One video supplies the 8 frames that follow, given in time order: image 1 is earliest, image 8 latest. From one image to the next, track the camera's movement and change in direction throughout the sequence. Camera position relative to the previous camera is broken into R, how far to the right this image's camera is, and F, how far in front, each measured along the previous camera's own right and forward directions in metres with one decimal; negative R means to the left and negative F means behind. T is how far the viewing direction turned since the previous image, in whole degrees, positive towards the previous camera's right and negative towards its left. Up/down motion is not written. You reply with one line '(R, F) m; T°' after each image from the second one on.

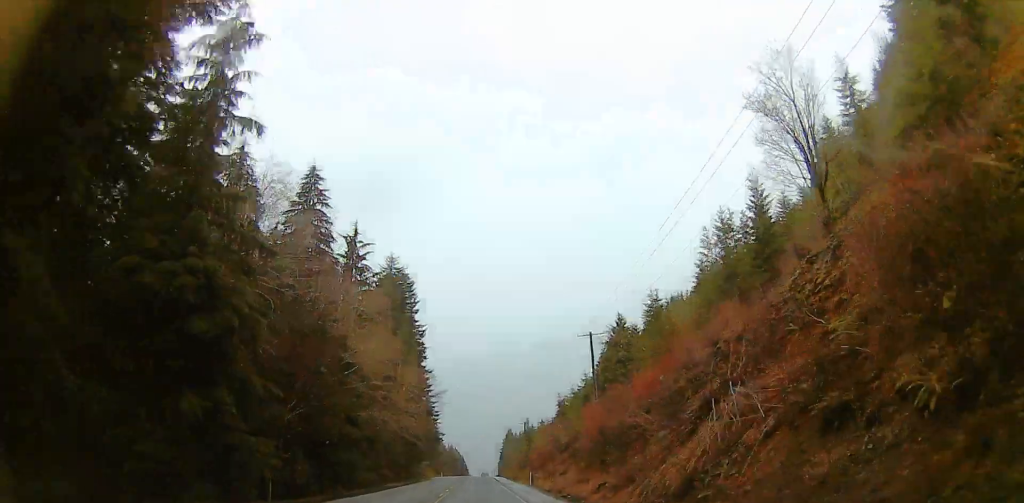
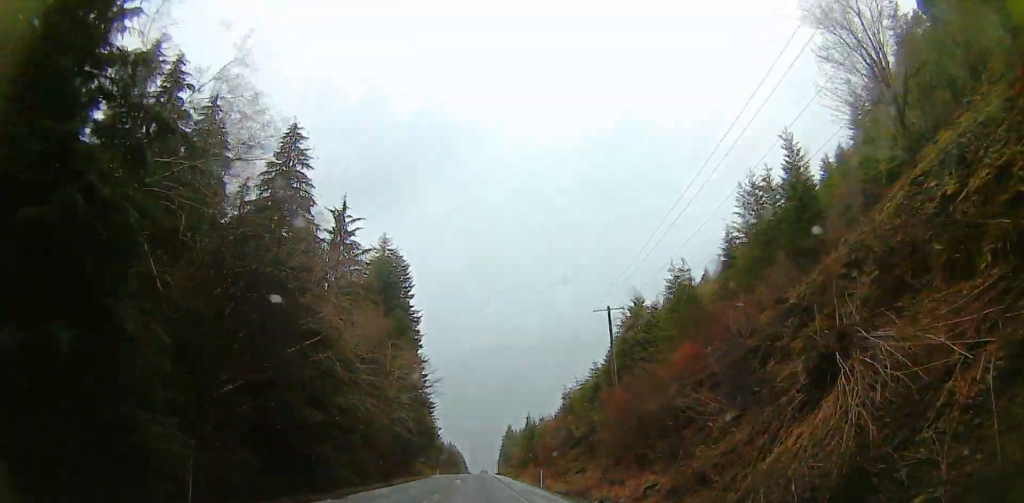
(0.0, +10.8) m; 0°
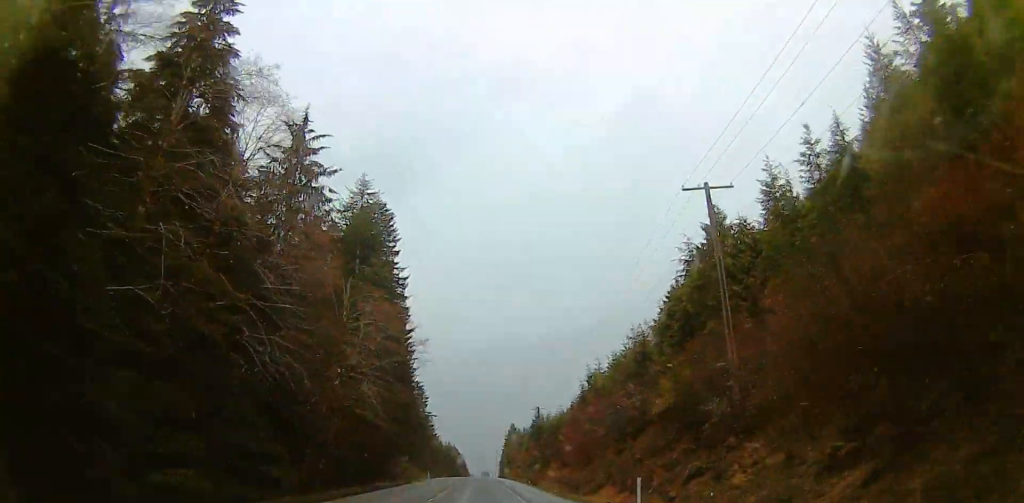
(0.0, +28.3) m; 0°
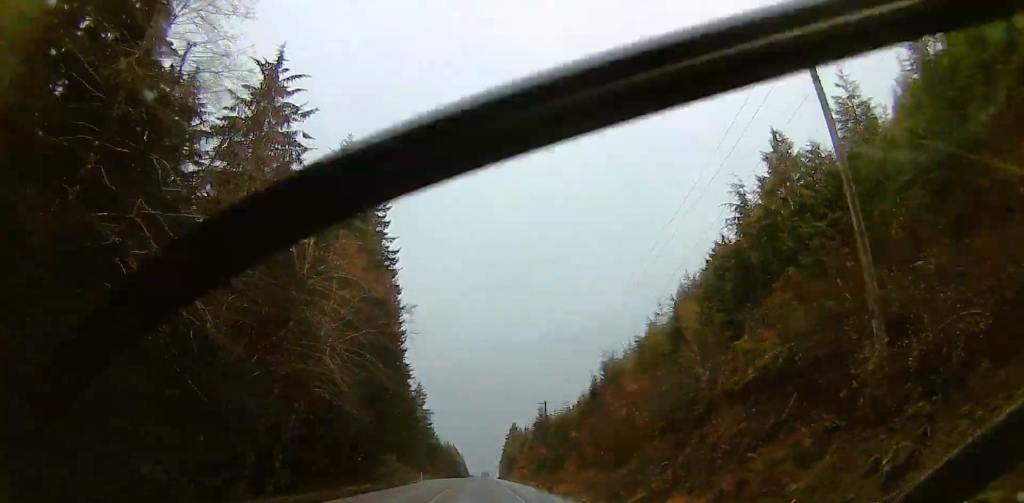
(0.0, +13.2) m; 0°
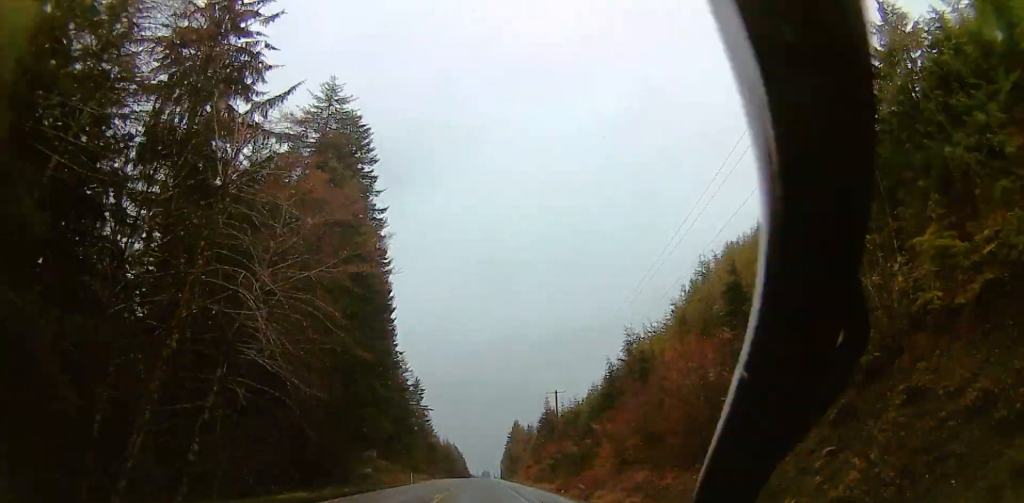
(0.0, +14.8) m; 0°
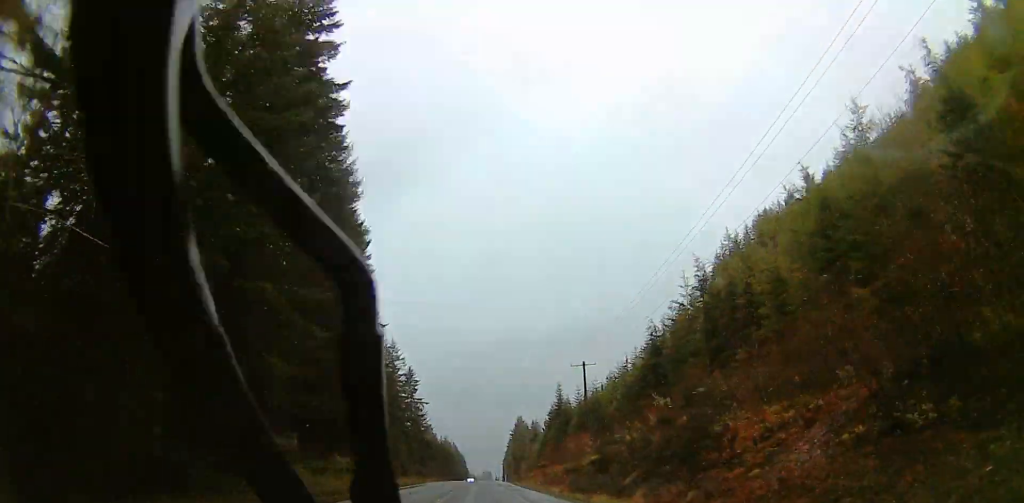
(0.0, +27.0) m; 0°
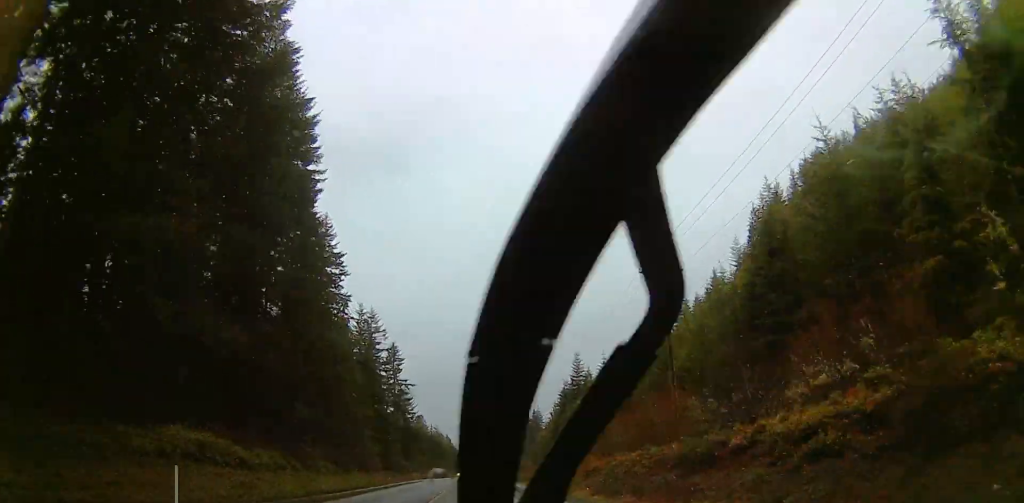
(0.0, +35.0) m; 0°
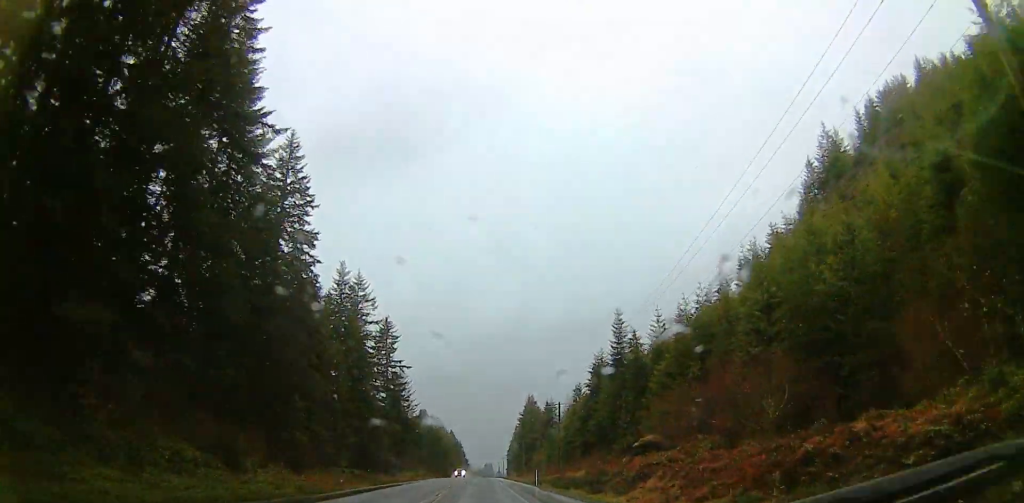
(0.0, +30.4) m; 0°
